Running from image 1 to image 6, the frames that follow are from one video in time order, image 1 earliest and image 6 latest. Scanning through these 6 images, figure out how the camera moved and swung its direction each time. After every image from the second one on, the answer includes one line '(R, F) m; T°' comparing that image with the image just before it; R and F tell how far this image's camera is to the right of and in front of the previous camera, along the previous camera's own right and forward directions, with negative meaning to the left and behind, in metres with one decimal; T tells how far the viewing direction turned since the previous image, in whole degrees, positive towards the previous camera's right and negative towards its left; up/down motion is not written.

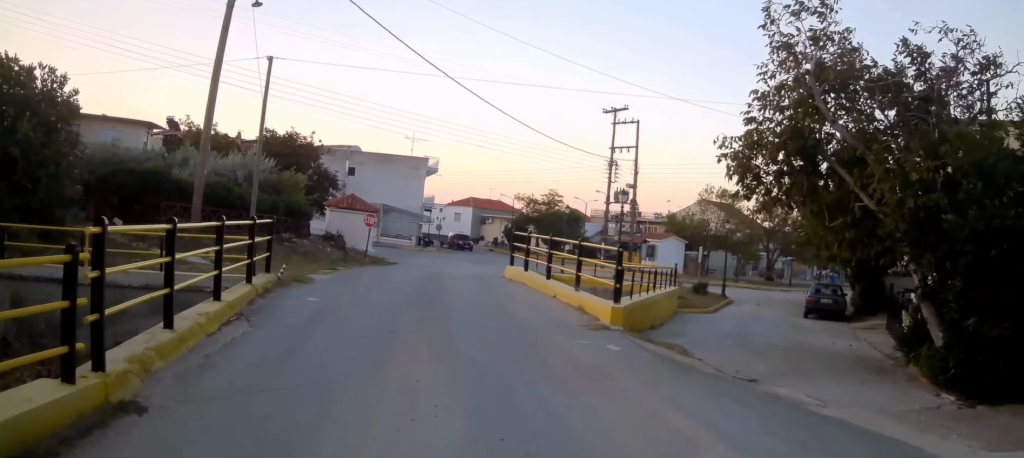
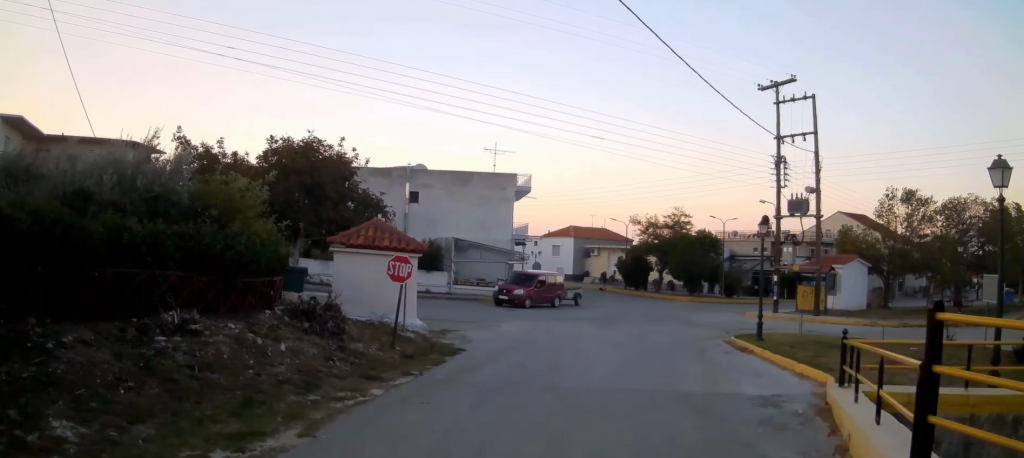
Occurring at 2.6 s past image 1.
(-0.4, +14.7) m; -1°
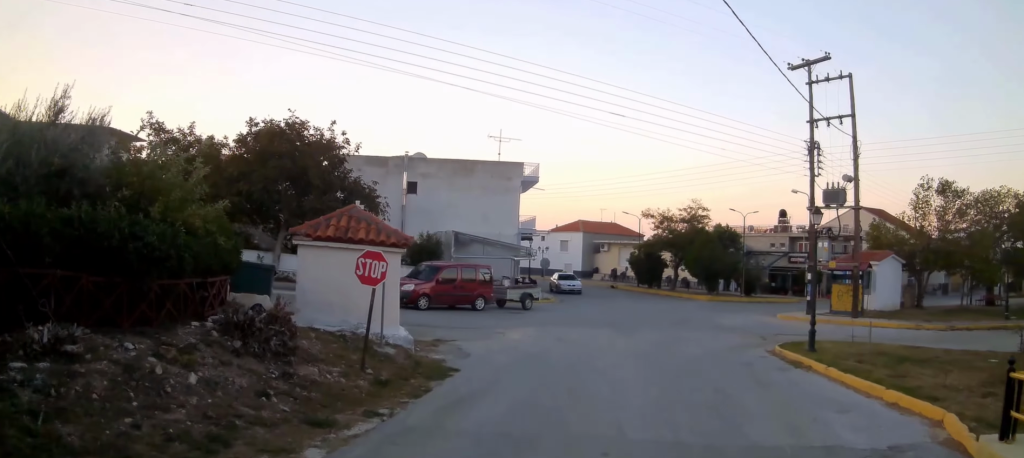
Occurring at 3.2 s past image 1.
(-0.1, +3.1) m; +2°
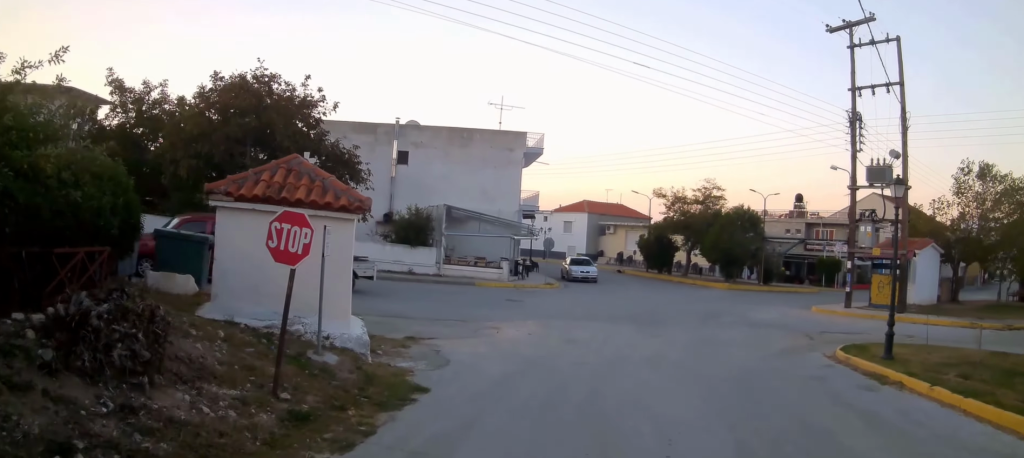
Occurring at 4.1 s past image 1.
(+0.3, +3.2) m; +1°
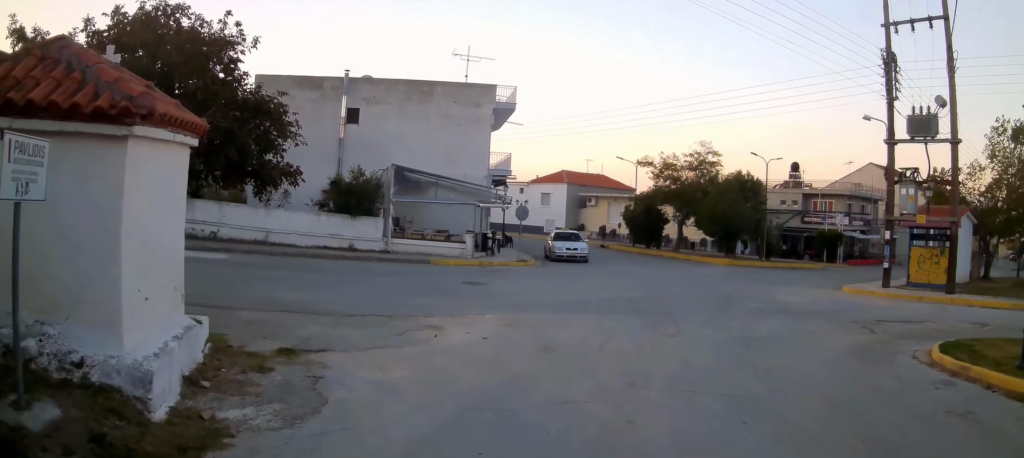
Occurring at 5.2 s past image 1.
(-0.3, +4.1) m; -2°
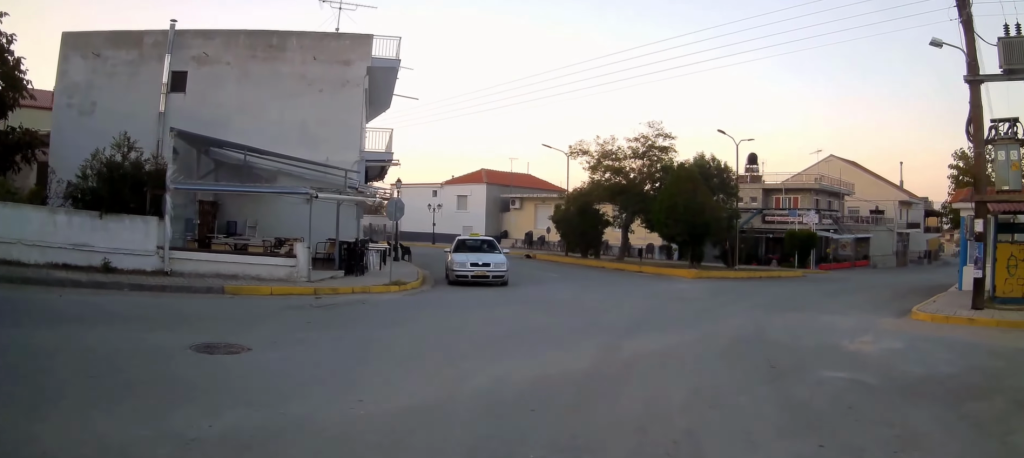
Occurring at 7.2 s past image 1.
(+1.0, +6.5) m; +20°
